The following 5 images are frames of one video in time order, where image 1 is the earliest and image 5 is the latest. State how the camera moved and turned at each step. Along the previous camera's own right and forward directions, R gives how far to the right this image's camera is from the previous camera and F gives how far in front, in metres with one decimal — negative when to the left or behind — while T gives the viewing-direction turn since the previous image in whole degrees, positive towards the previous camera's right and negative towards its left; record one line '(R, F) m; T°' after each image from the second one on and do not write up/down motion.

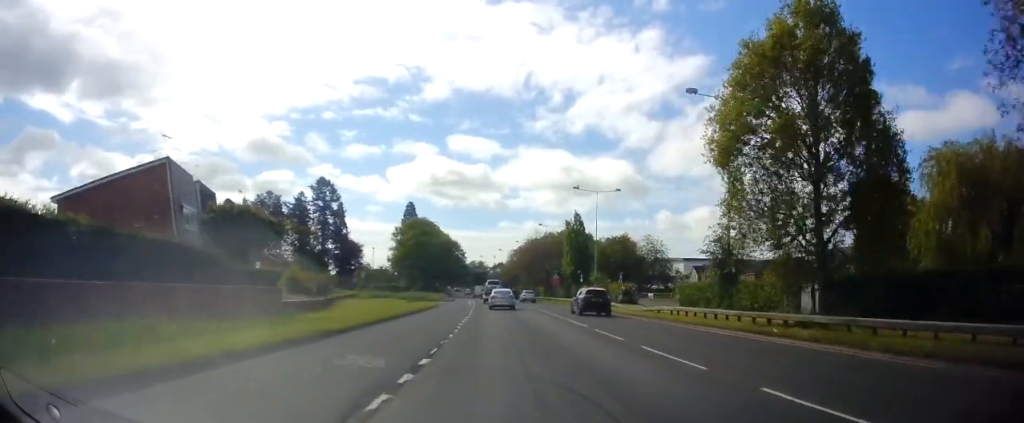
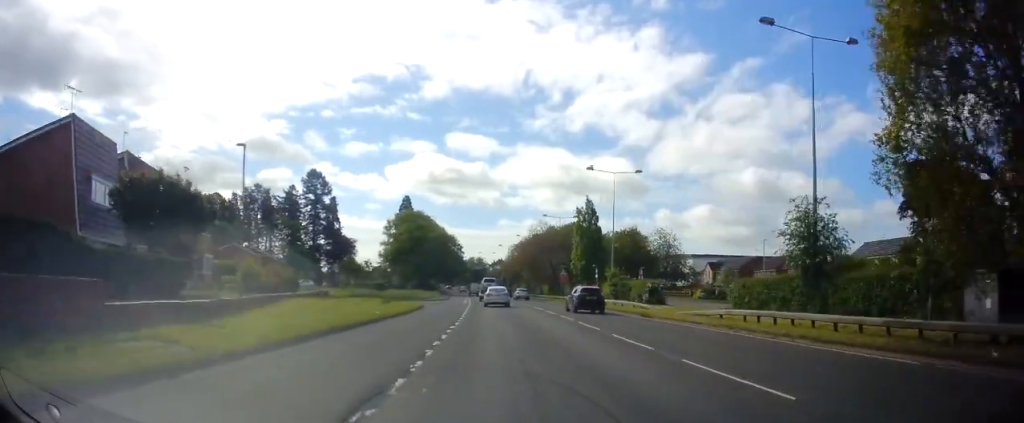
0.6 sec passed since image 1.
(0.0, +8.8) m; 0°
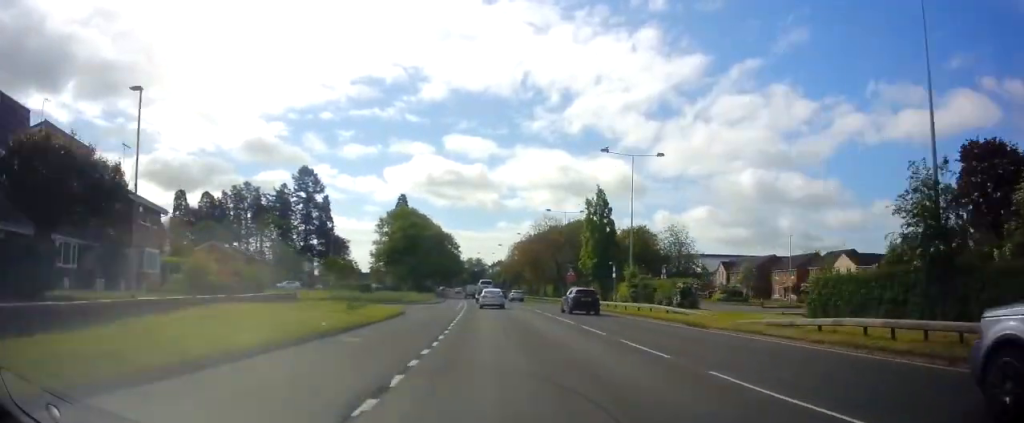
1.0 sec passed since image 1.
(0.0, +7.5) m; 0°
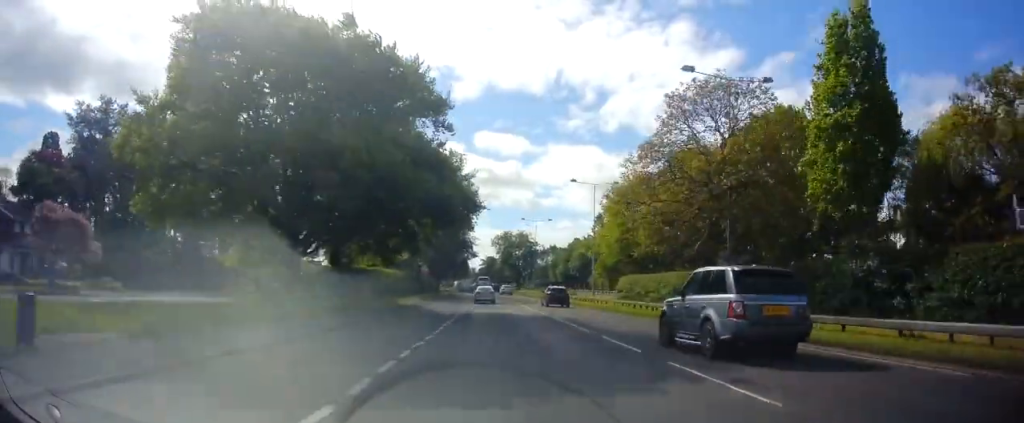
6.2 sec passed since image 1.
(-2.4, +82.5) m; -5°
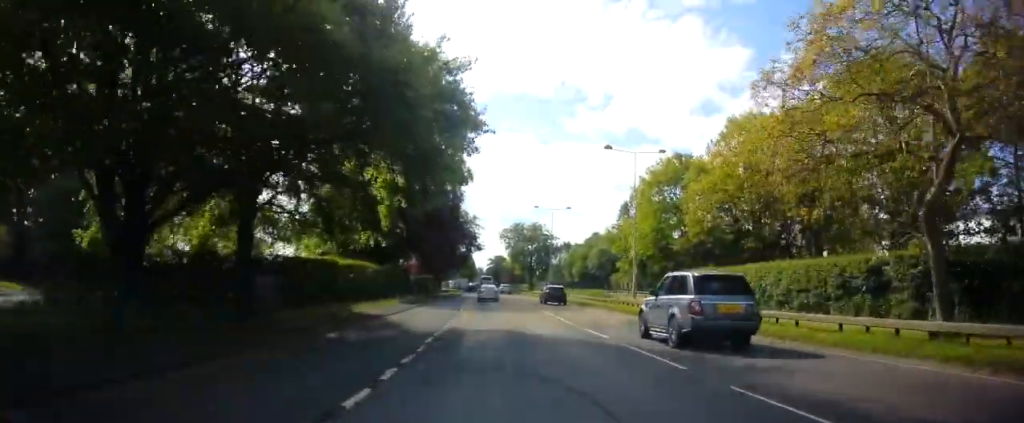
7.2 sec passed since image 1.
(-0.1, +14.5) m; 0°
